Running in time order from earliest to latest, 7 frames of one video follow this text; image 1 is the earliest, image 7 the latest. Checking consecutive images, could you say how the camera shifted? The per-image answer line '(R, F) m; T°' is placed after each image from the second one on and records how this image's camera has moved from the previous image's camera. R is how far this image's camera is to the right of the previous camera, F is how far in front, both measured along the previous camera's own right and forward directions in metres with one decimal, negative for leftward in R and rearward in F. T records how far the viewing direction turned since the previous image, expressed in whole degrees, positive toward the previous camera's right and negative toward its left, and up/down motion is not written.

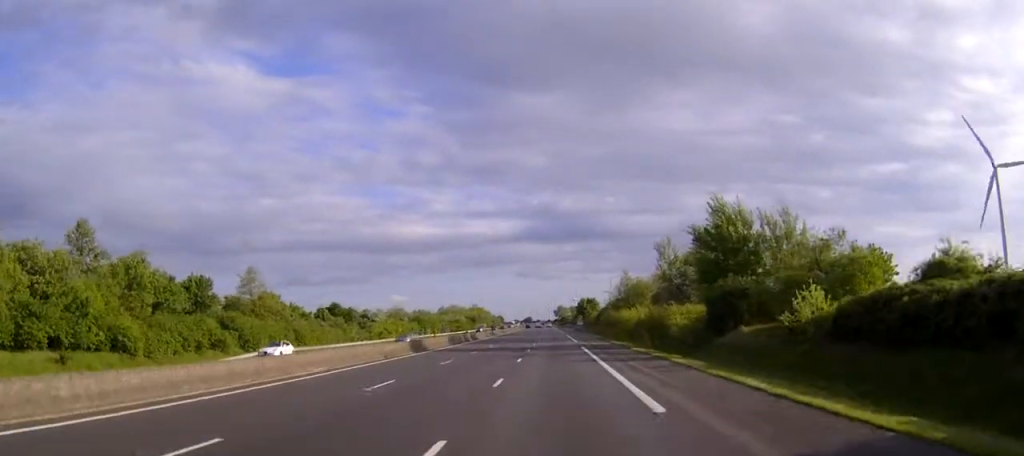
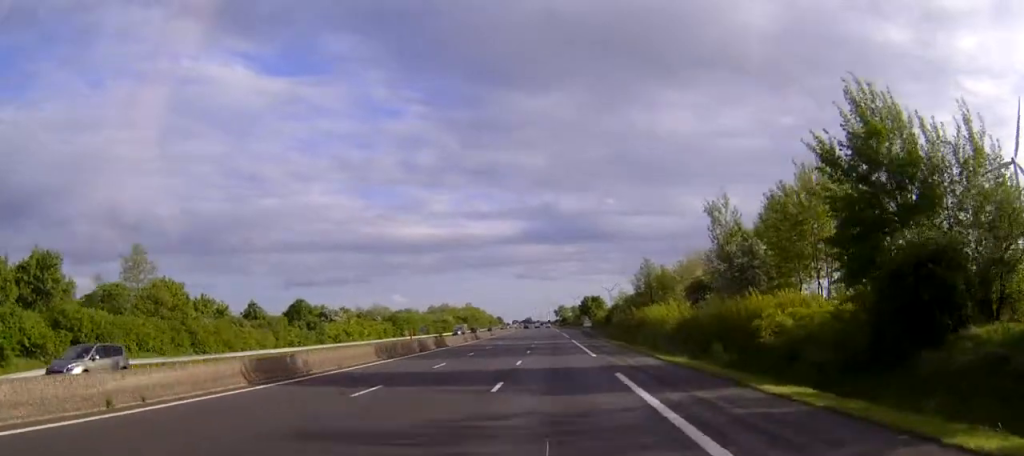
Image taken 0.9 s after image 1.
(-0.1, +28.3) m; 0°
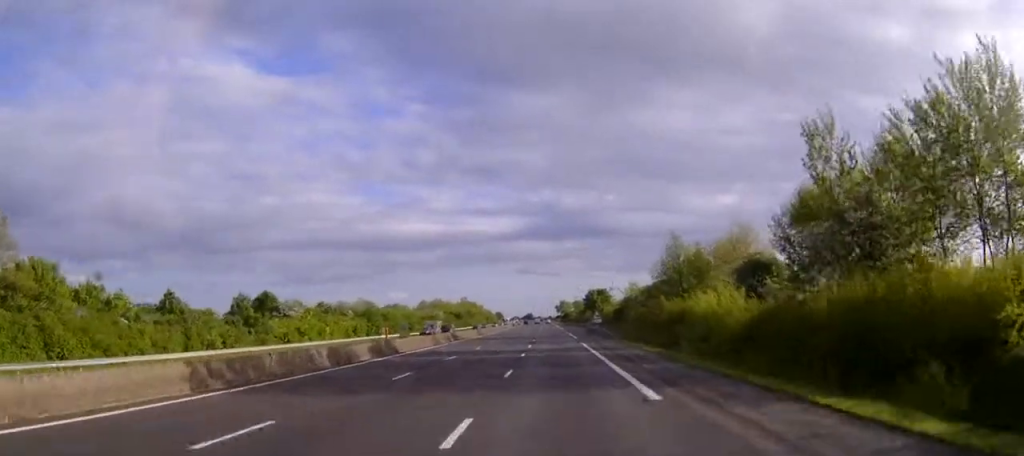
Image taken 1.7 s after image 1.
(0.0, +22.2) m; 0°
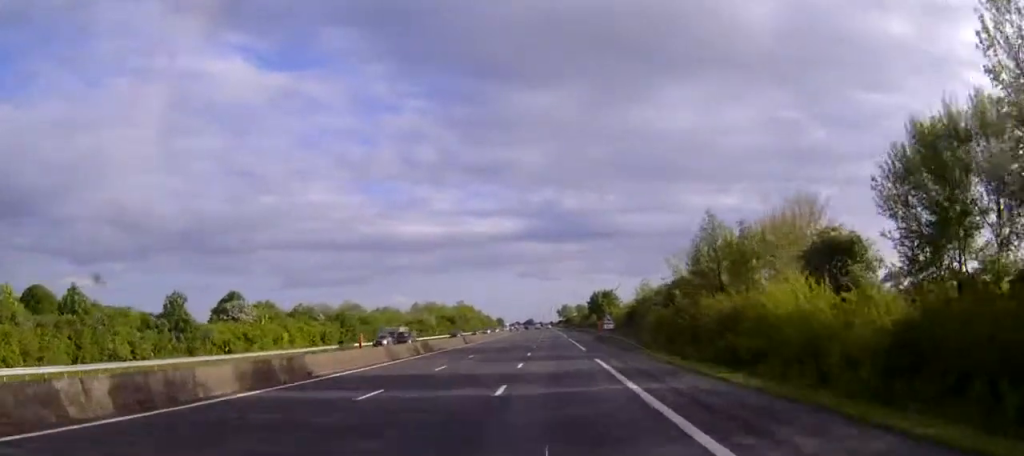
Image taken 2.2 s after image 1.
(0.0, +17.1) m; 0°
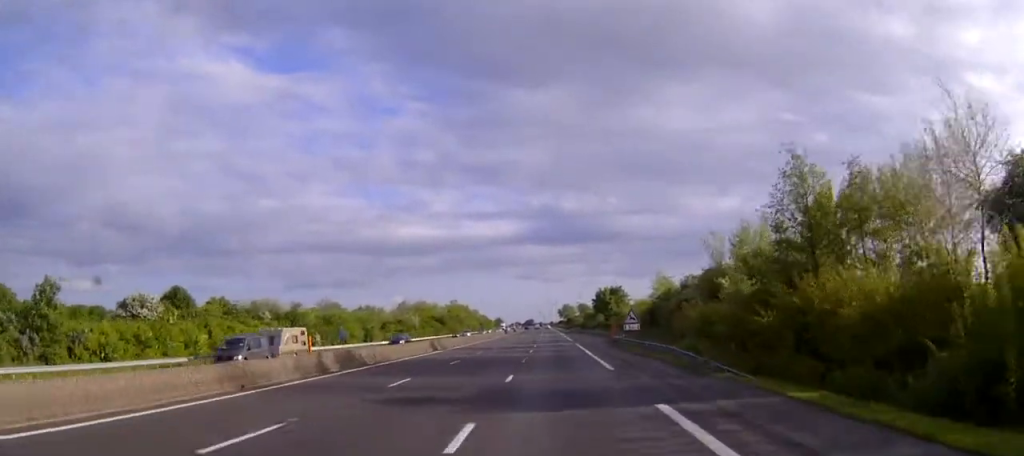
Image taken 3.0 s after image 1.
(-0.1, +22.1) m; 0°
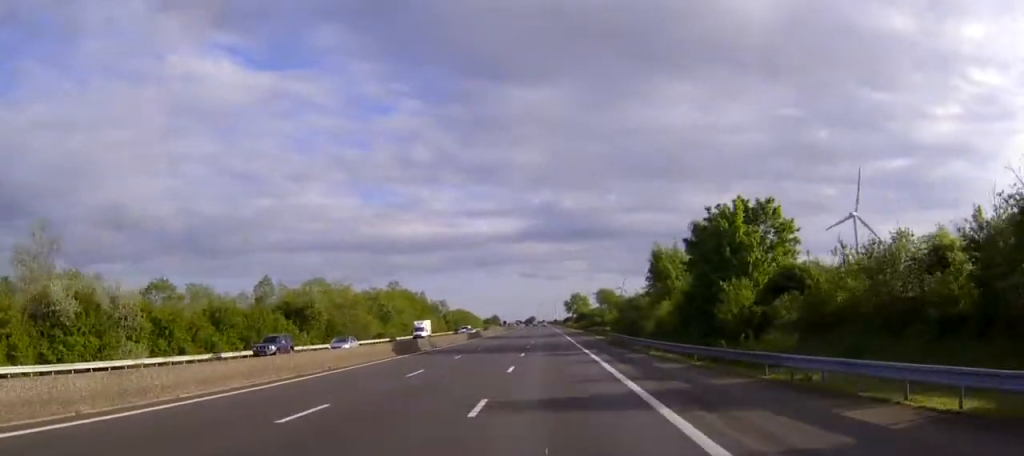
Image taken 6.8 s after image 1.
(0.0, +114.5) m; 0°
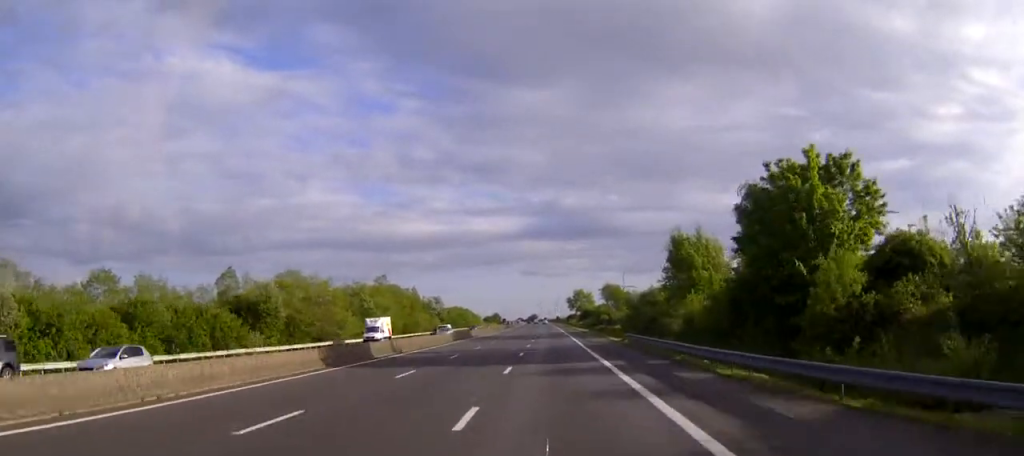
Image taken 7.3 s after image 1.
(0.0, +15.1) m; 0°
